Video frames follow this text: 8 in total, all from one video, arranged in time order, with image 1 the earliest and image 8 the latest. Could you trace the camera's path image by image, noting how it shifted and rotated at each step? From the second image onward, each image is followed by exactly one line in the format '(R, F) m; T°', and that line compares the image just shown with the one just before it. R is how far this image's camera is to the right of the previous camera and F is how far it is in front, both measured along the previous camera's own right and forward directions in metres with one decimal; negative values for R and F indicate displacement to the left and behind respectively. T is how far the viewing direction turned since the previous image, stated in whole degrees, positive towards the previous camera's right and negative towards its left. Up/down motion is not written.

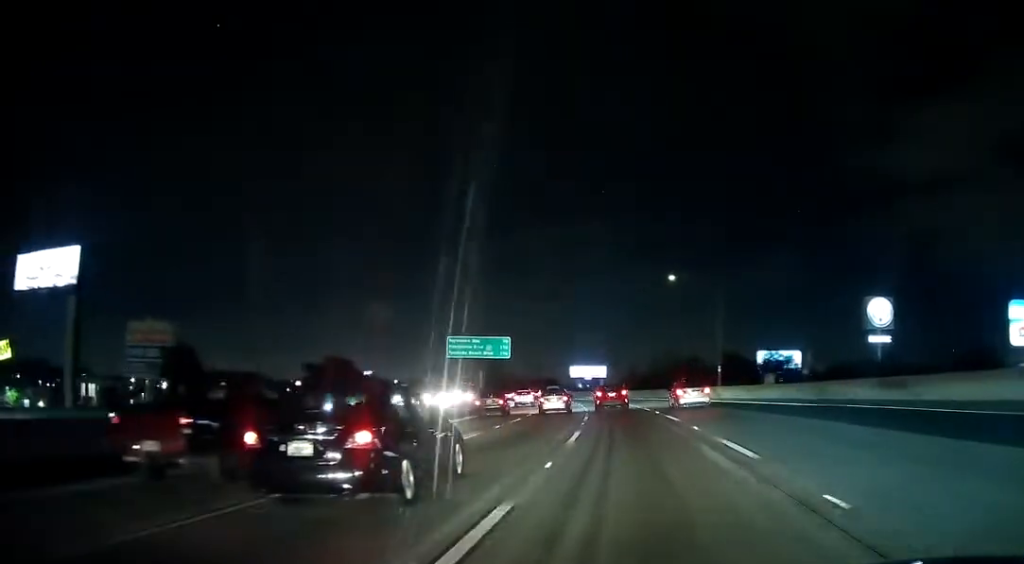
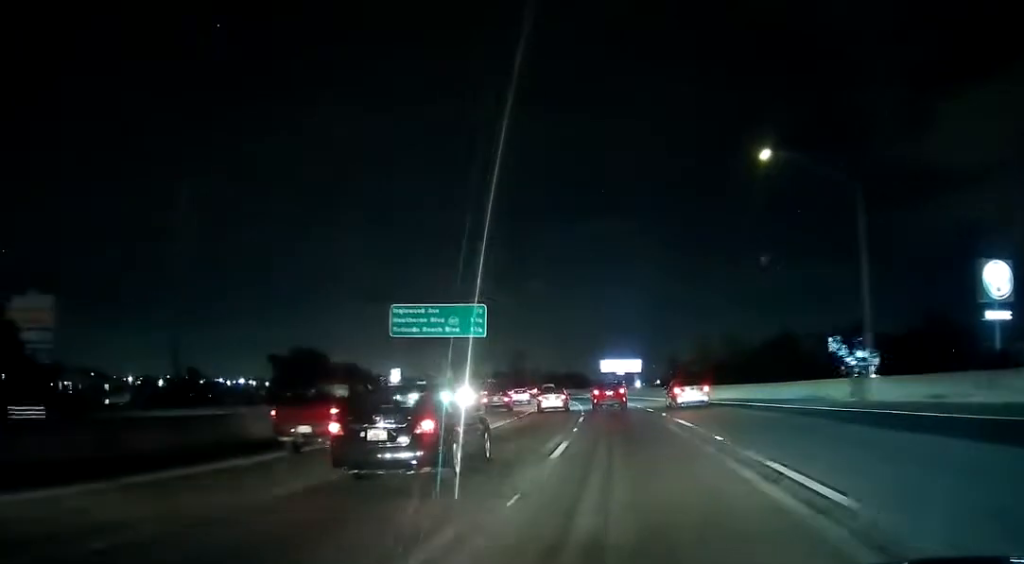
(-0.5, +28.8) m; -1°
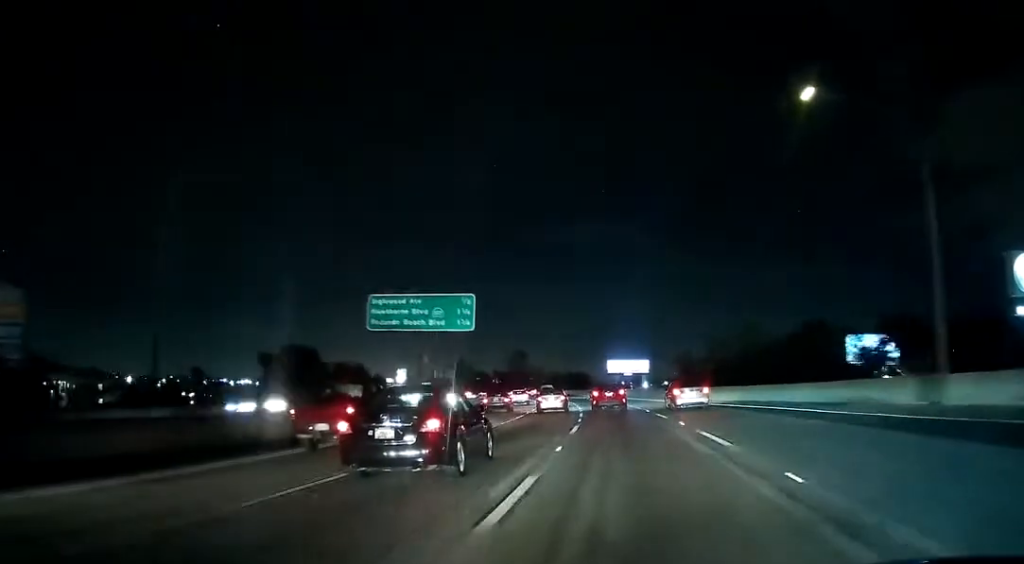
(-0.2, +30.3) m; -2°
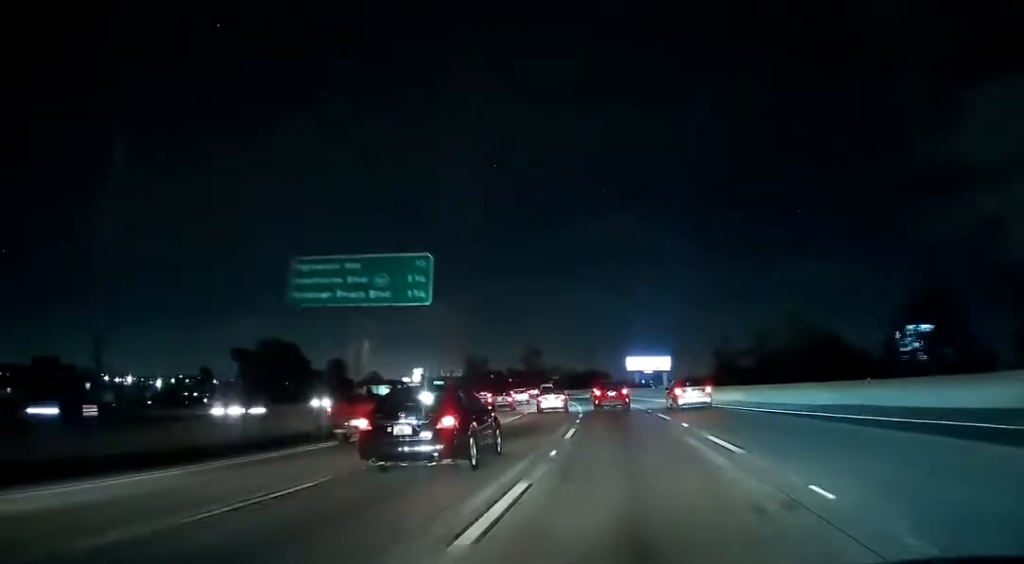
(-0.1, +13.9) m; -1°
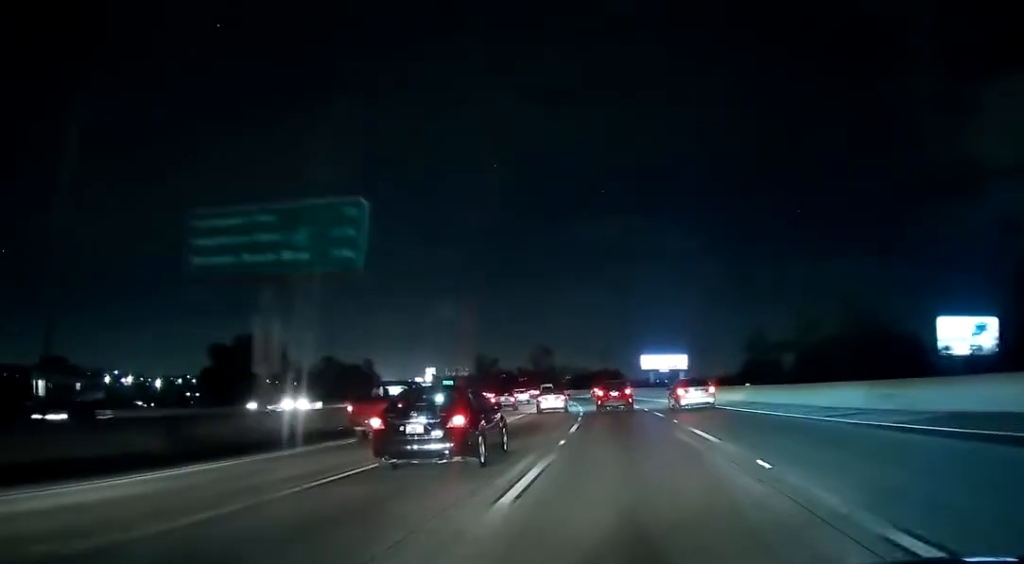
(-0.1, +11.6) m; -1°
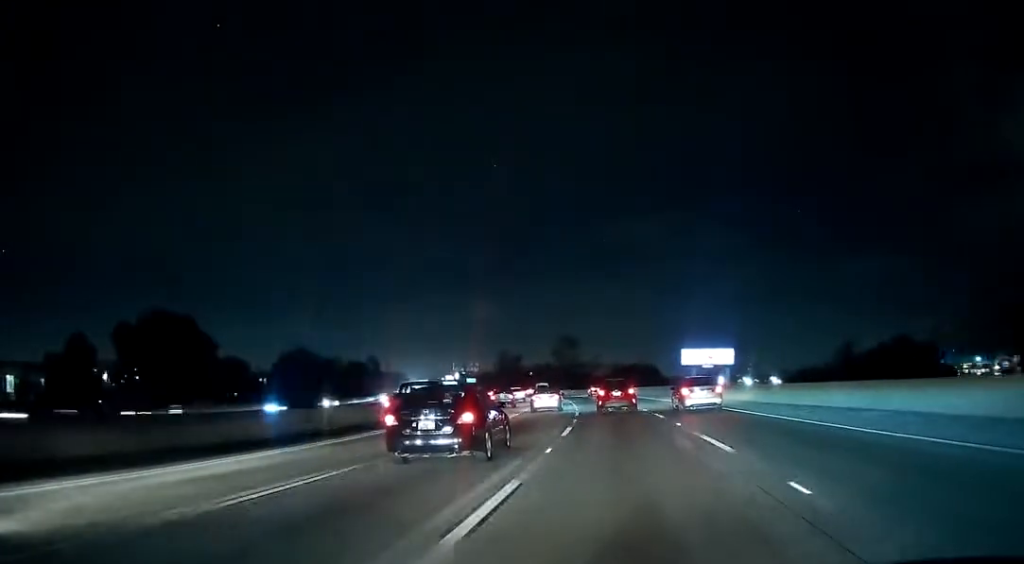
(-1.0, +30.5) m; -3°
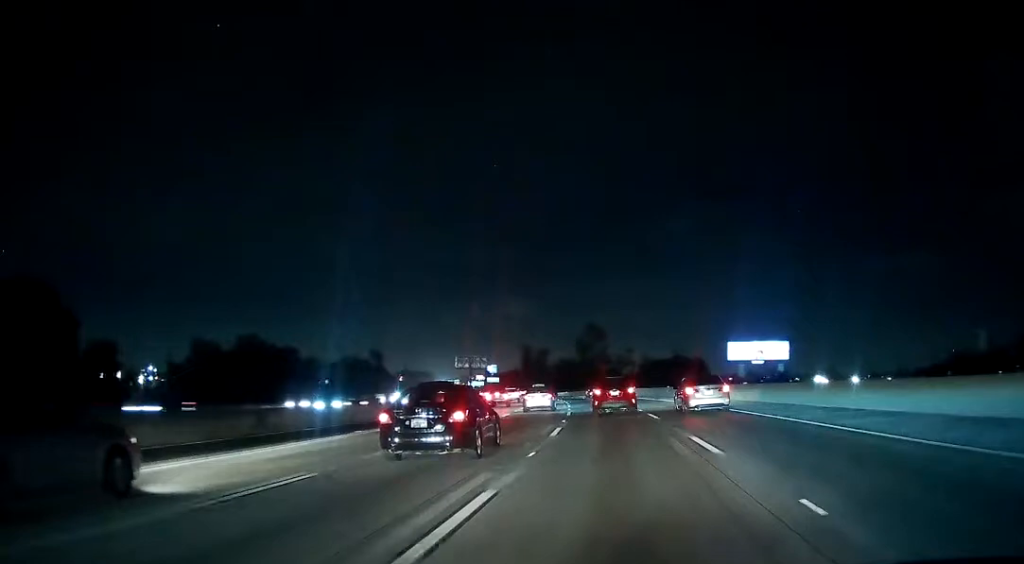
(-0.6, +29.5) m; -2°
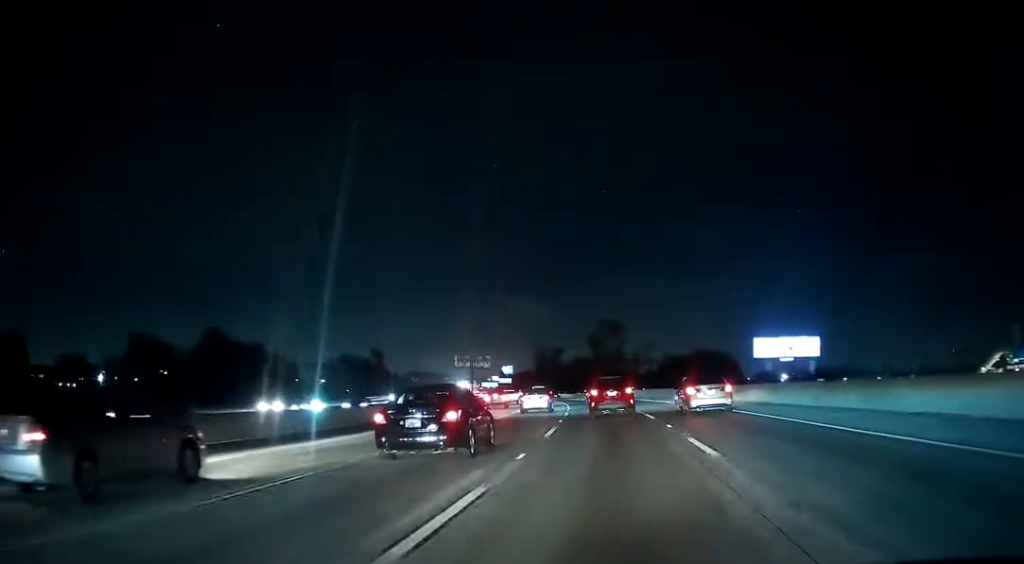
(0.0, +13.4) m; -1°
